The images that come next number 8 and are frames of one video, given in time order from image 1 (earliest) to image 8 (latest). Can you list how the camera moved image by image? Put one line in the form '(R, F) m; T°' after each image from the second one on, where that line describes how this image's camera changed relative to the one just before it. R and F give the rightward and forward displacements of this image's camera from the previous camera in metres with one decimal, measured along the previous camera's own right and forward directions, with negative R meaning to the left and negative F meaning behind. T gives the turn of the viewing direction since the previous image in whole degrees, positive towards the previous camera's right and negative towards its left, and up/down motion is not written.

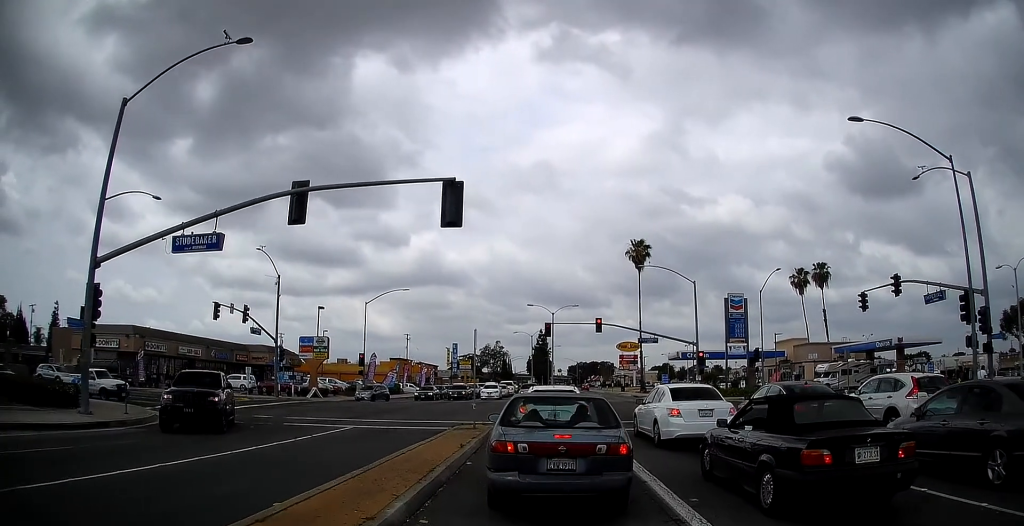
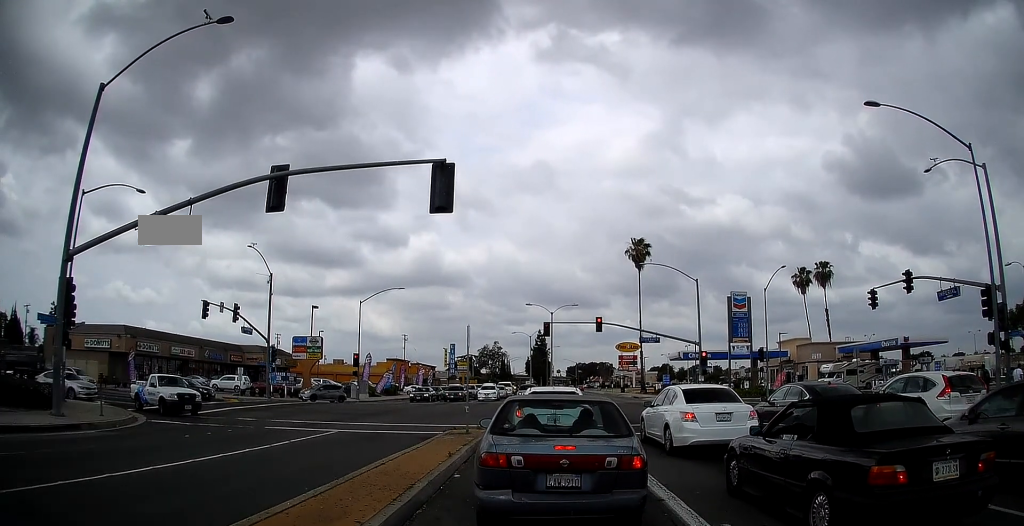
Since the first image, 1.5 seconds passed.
(0.0, +3.5) m; 0°
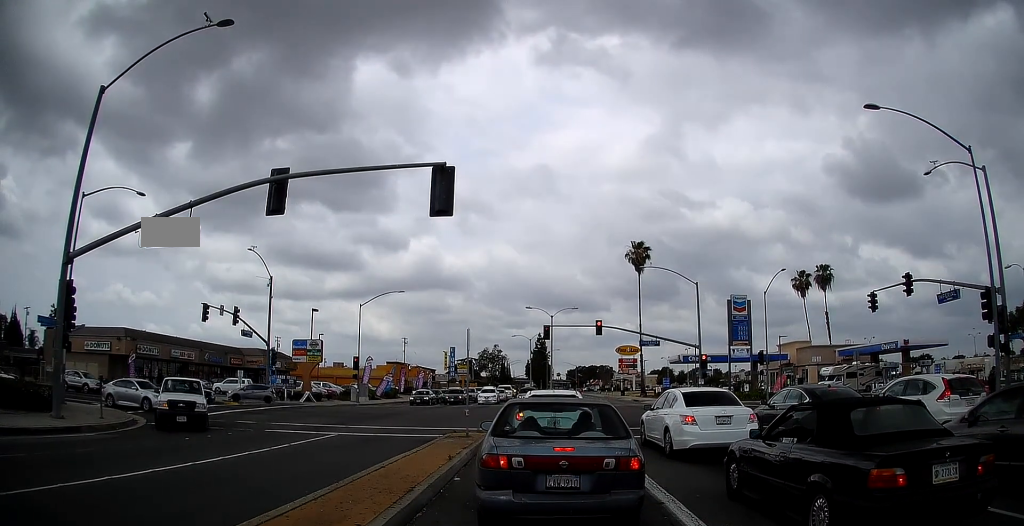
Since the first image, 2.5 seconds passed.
(0.0, +0.4) m; 0°
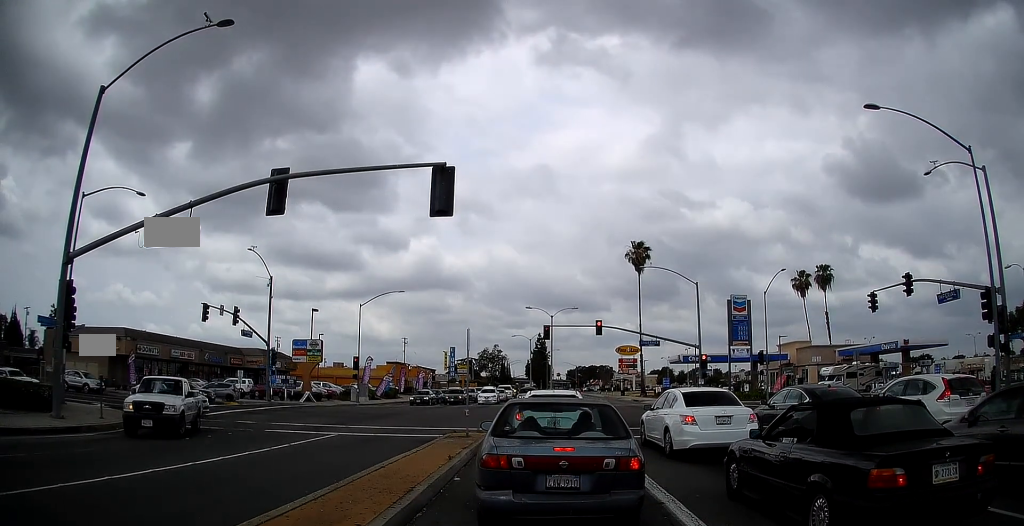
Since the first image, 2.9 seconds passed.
(0.0, 0.0) m; 0°
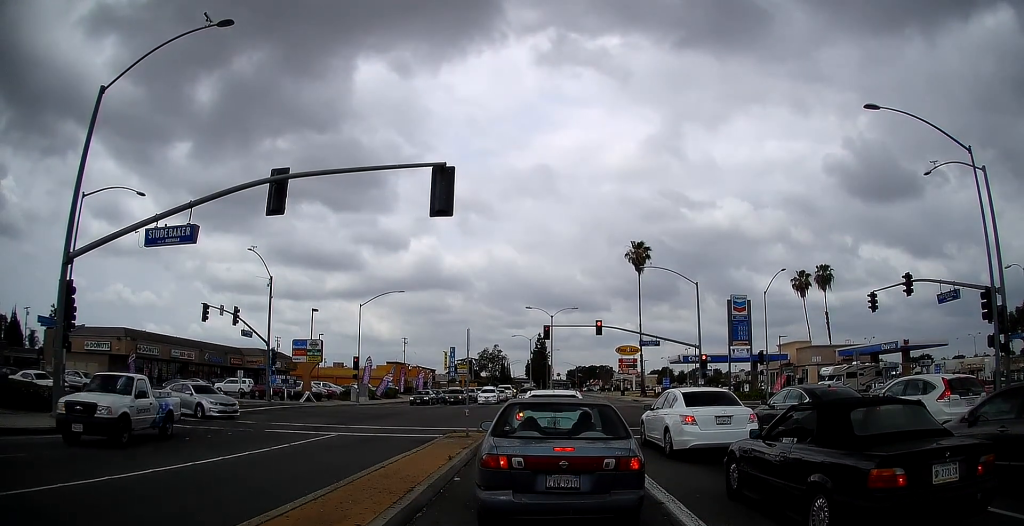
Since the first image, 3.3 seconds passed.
(0.0, 0.0) m; 0°
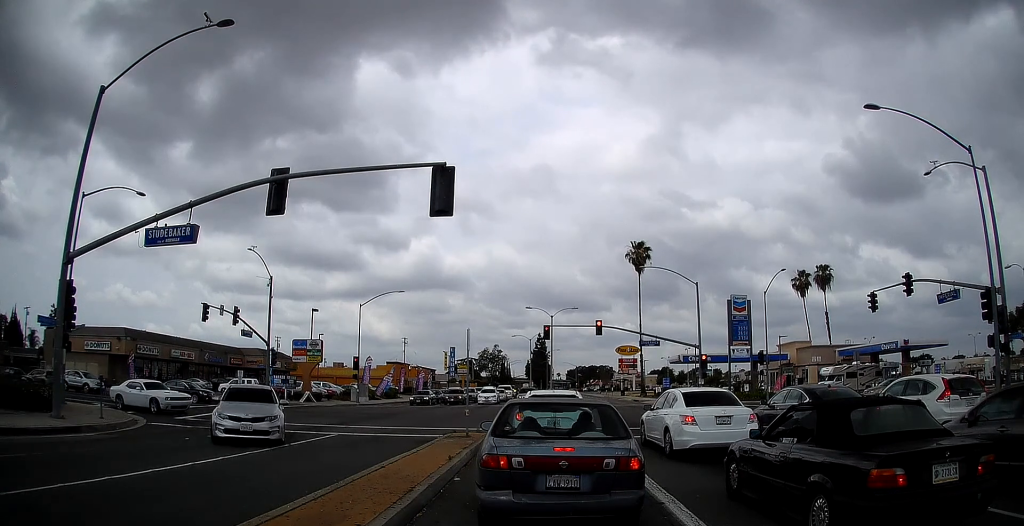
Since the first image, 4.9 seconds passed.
(0.0, 0.0) m; 0°
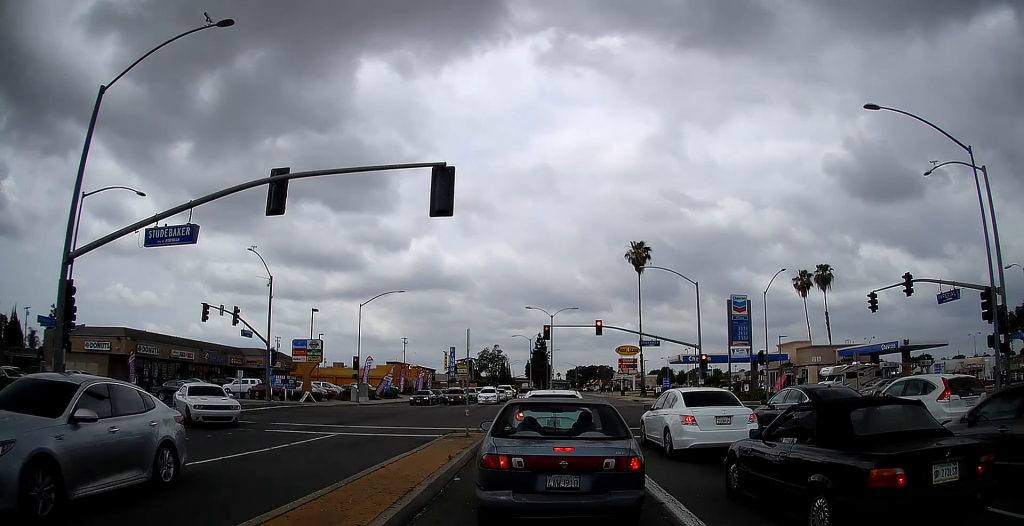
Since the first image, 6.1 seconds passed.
(0.0, 0.0) m; 0°
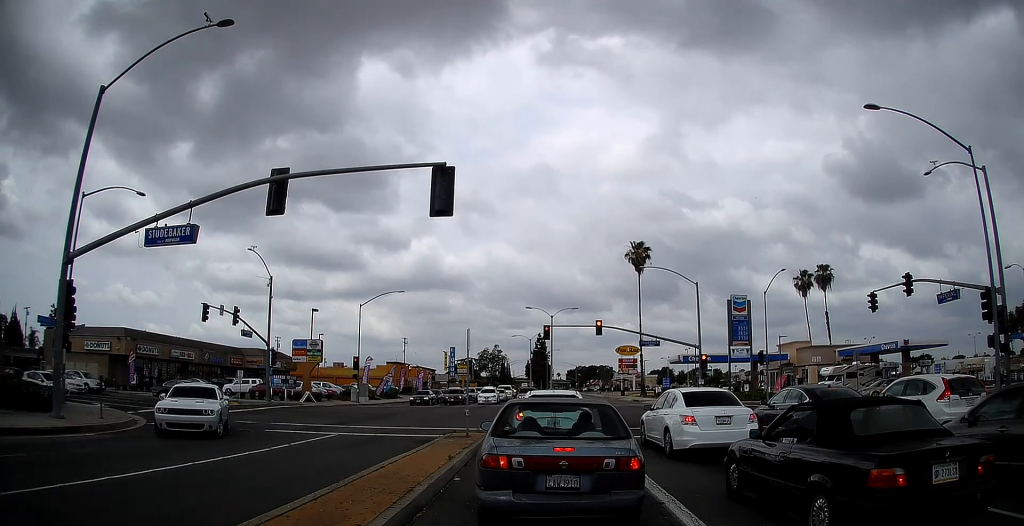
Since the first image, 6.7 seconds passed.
(0.0, 0.0) m; 0°
